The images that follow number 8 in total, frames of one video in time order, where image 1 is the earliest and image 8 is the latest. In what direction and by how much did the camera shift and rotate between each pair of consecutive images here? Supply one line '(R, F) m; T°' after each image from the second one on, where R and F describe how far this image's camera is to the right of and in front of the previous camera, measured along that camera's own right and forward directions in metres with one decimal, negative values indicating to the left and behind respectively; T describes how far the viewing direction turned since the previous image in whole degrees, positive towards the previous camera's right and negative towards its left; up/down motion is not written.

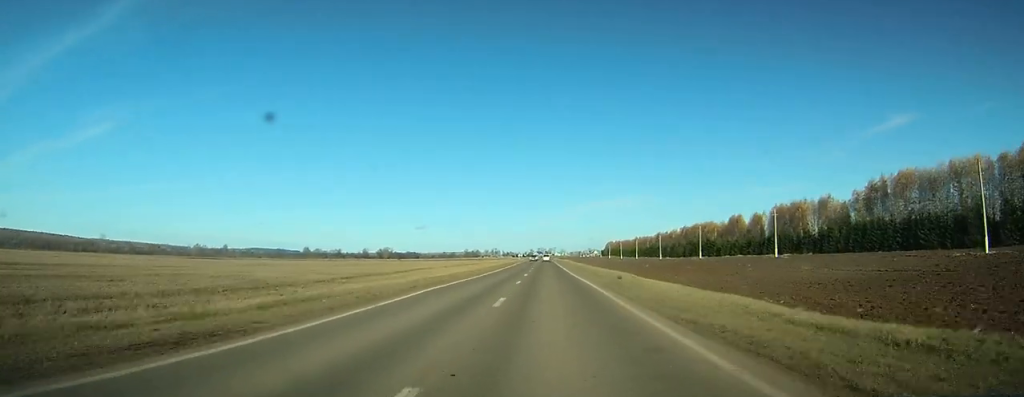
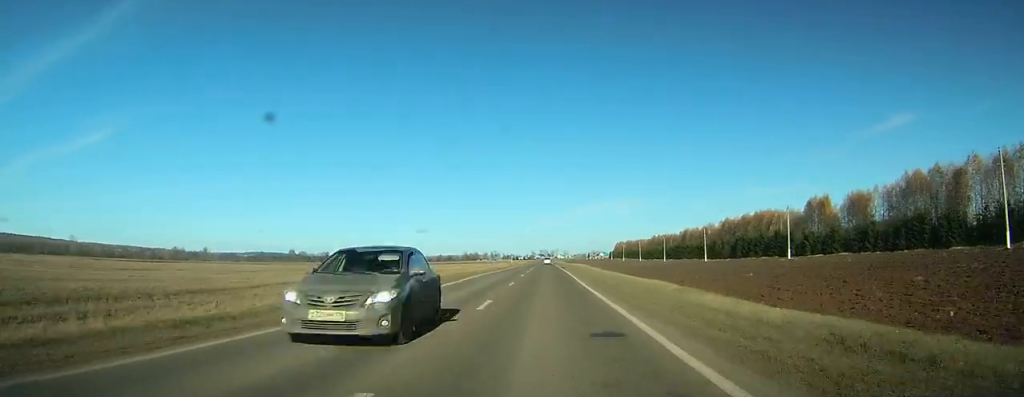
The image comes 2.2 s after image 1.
(+0.1, +59.7) m; 0°
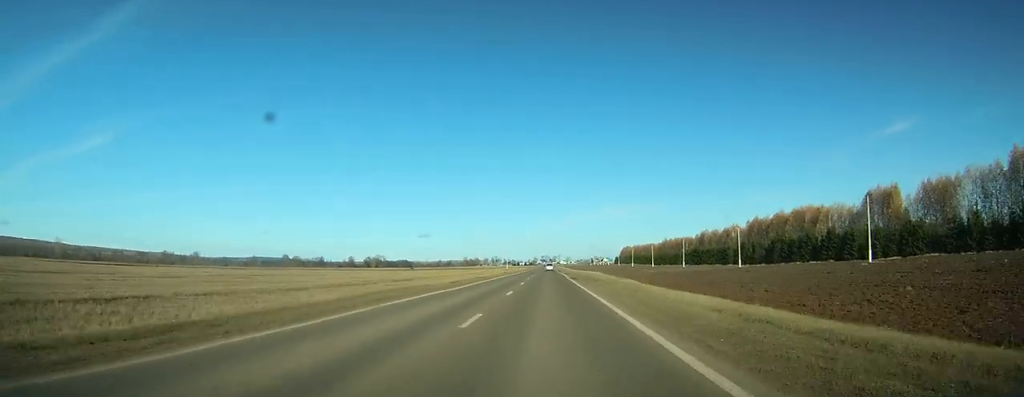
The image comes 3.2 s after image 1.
(0.0, +29.1) m; 0°
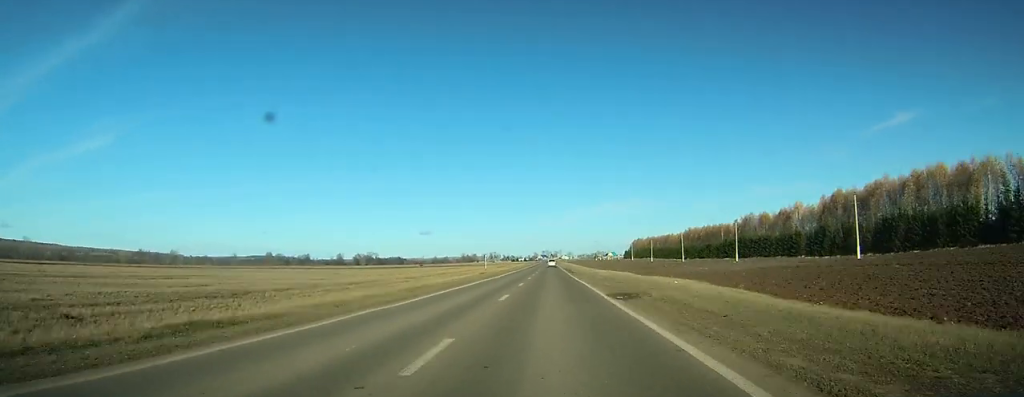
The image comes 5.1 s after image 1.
(-0.2, +55.2) m; 0°
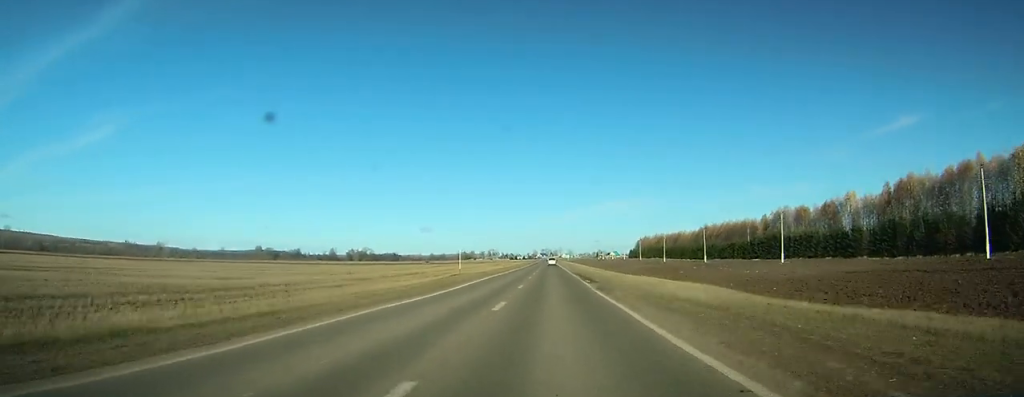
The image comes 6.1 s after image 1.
(0.0, +27.8) m; 0°
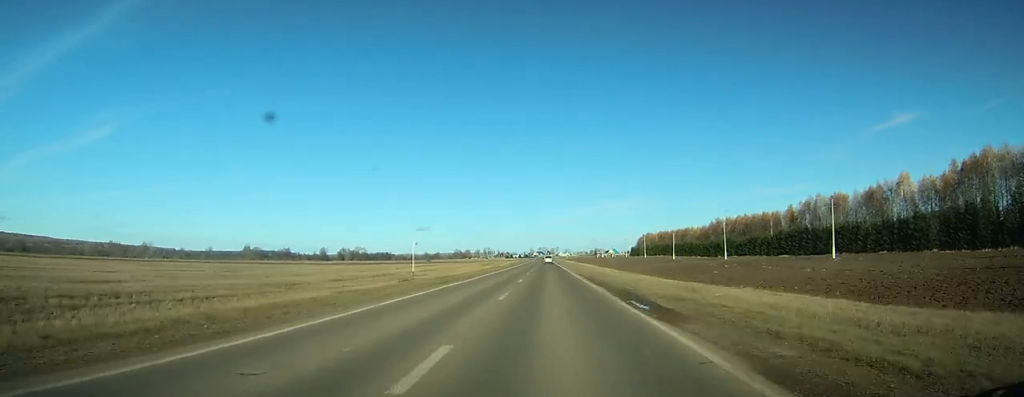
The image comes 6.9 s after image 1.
(+0.1, +21.2) m; 0°
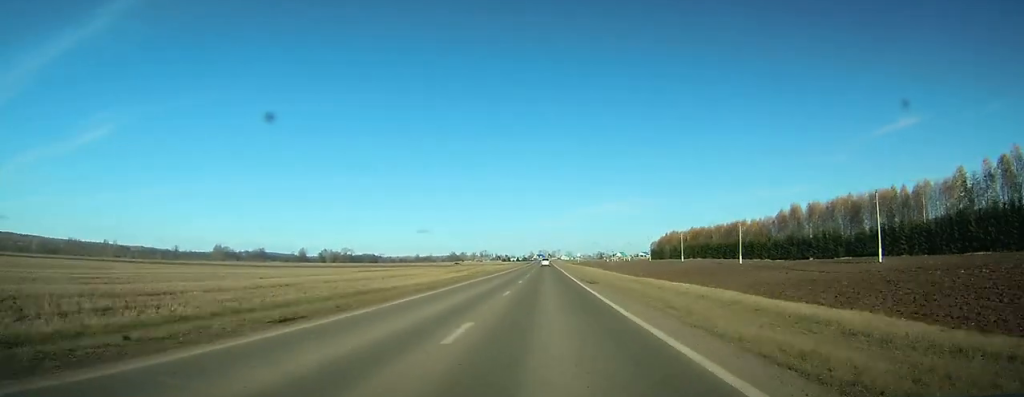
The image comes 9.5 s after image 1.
(-0.1, +65.4) m; 0°
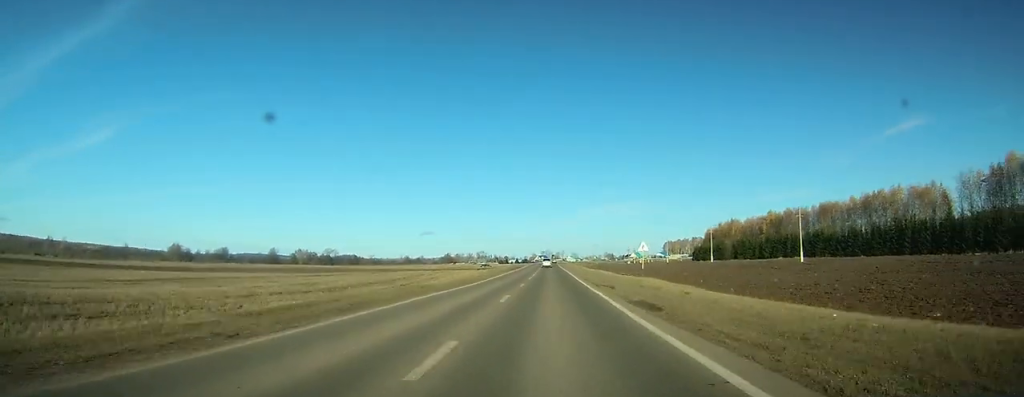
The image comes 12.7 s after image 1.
(+0.1, +84.4) m; 0°
